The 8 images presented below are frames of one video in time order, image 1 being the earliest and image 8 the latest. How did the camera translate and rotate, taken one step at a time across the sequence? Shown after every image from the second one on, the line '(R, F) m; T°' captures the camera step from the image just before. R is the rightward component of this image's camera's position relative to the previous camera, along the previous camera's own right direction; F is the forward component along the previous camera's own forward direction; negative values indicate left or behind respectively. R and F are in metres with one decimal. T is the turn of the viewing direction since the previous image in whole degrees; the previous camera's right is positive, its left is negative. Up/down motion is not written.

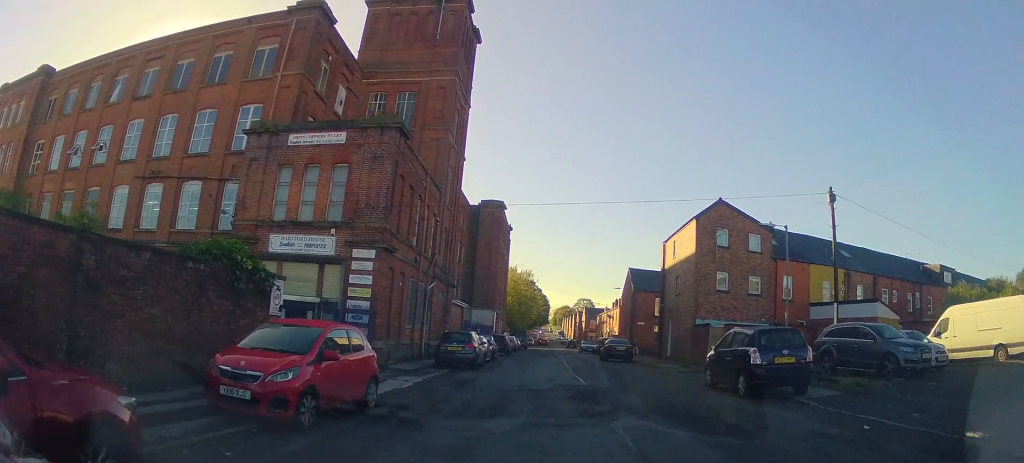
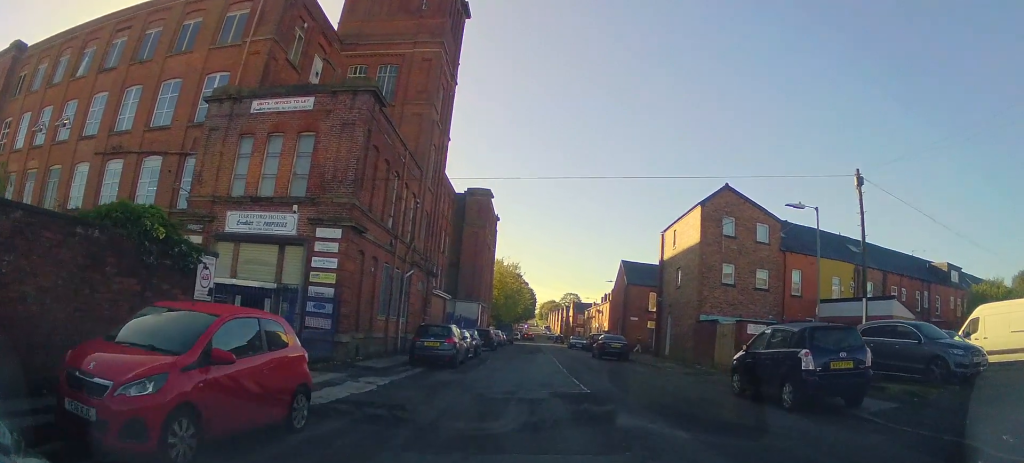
(0.0, +2.9) m; +2°
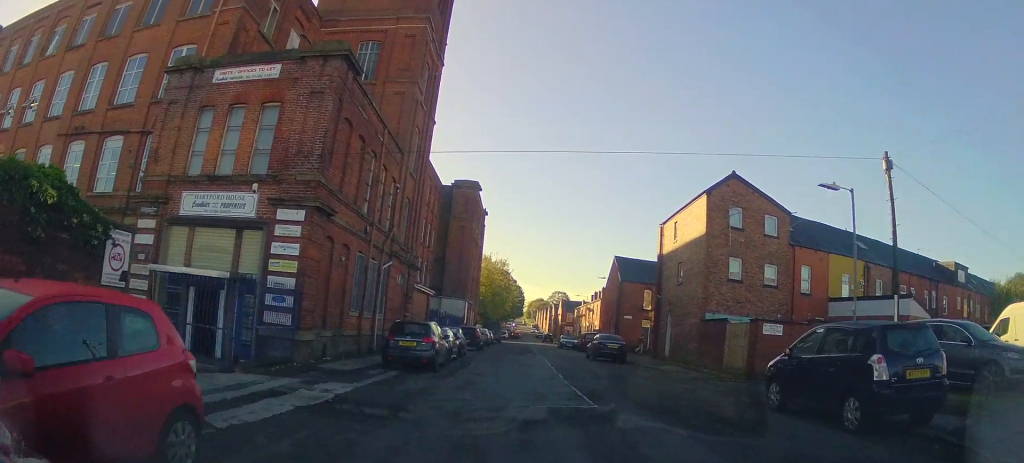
(-0.1, +2.4) m; +4°
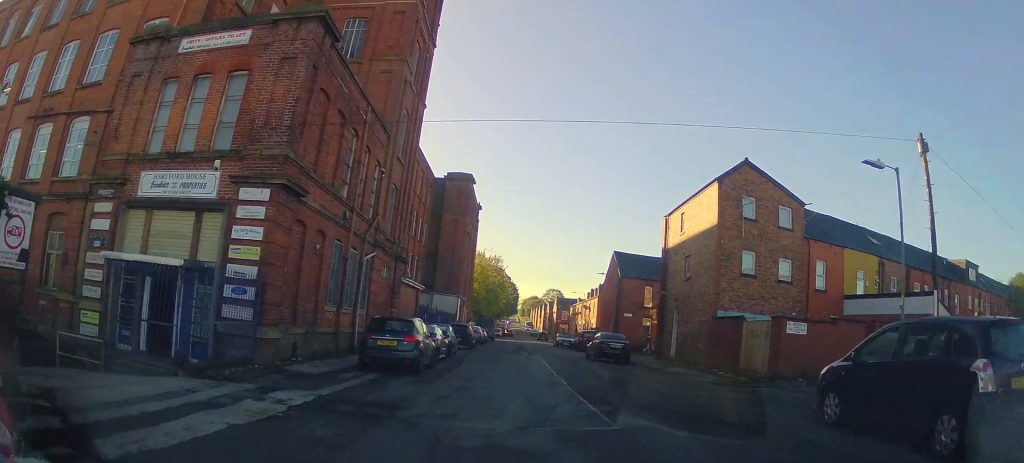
(+0.2, +2.5) m; +2°
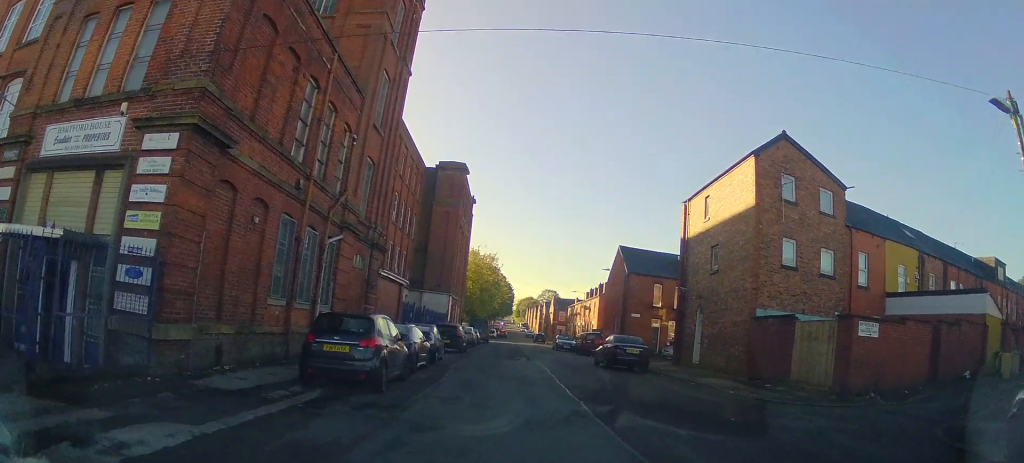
(+0.3, +4.5) m; +2°
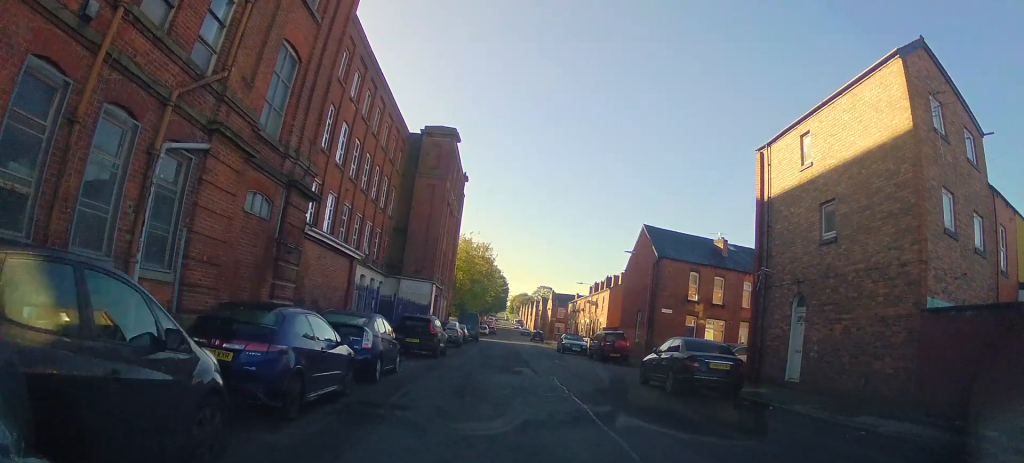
(-0.4, +9.8) m; -5°
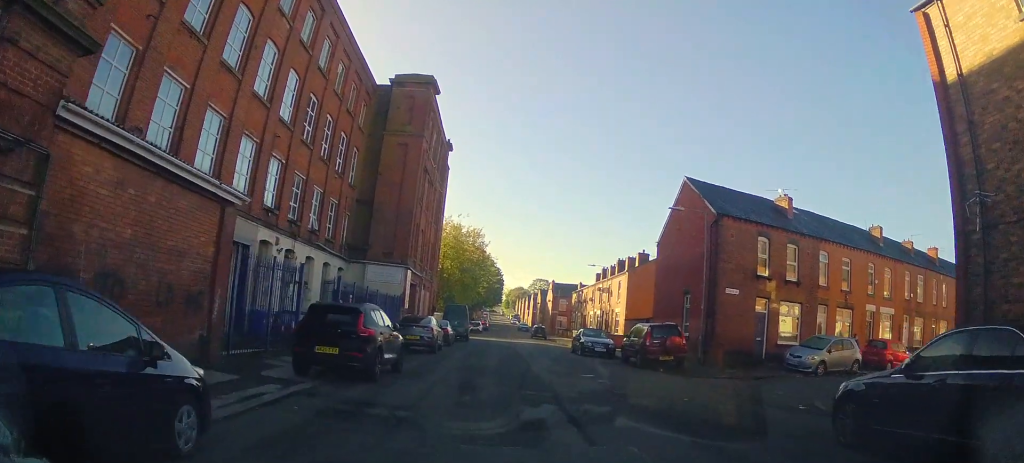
(-0.3, +10.3) m; 0°
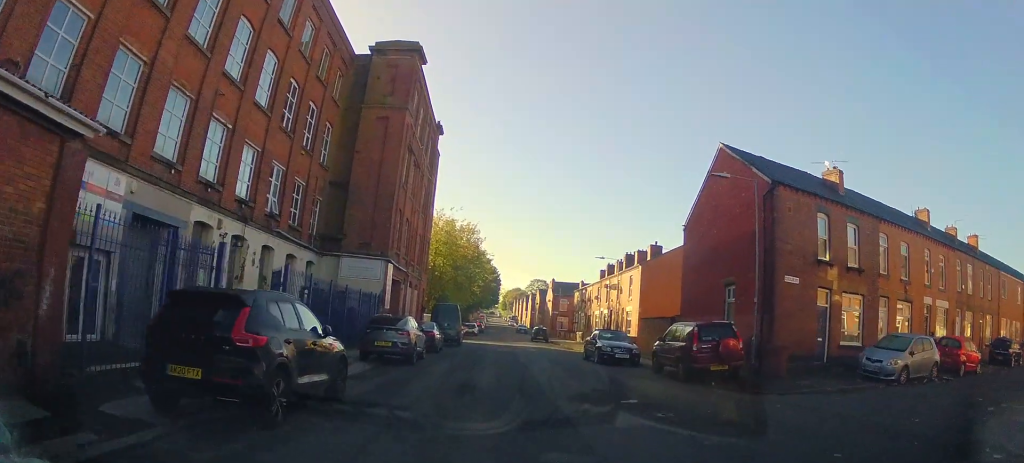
(+0.2, +5.3) m; +2°
